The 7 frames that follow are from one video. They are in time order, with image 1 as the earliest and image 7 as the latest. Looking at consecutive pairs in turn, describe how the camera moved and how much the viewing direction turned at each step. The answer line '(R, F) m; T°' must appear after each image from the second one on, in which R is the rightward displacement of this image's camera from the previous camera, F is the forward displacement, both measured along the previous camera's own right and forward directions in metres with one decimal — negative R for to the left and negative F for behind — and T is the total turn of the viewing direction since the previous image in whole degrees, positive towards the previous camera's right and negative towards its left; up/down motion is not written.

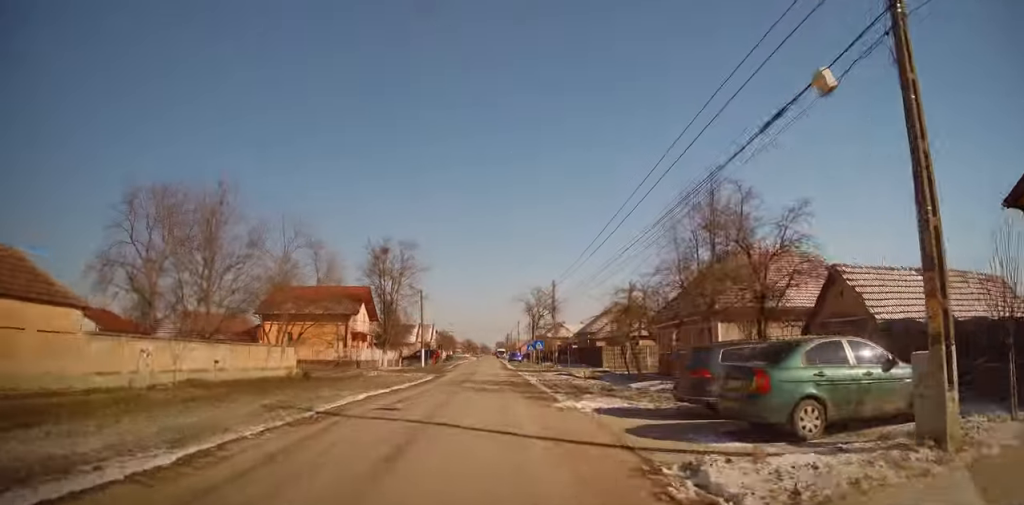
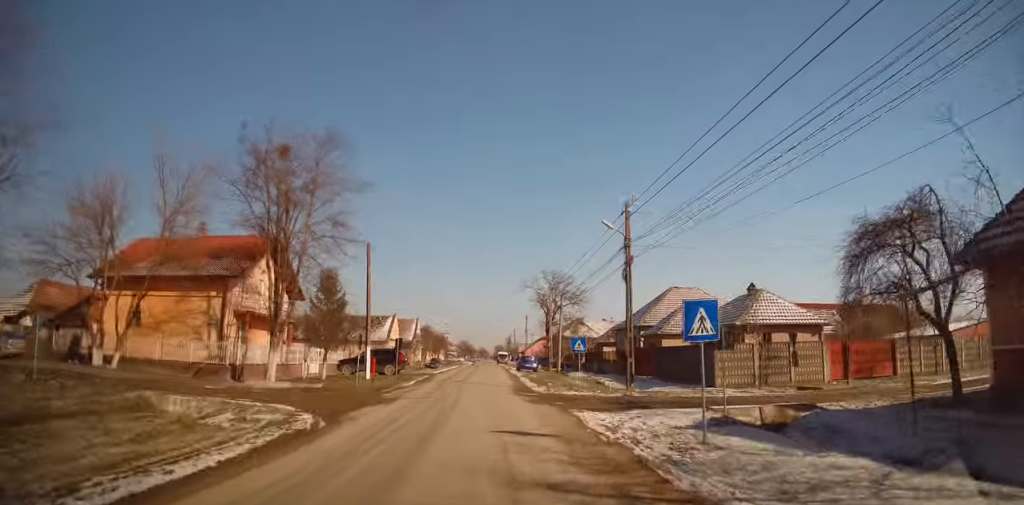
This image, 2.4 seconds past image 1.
(-0.1, +26.6) m; +1°
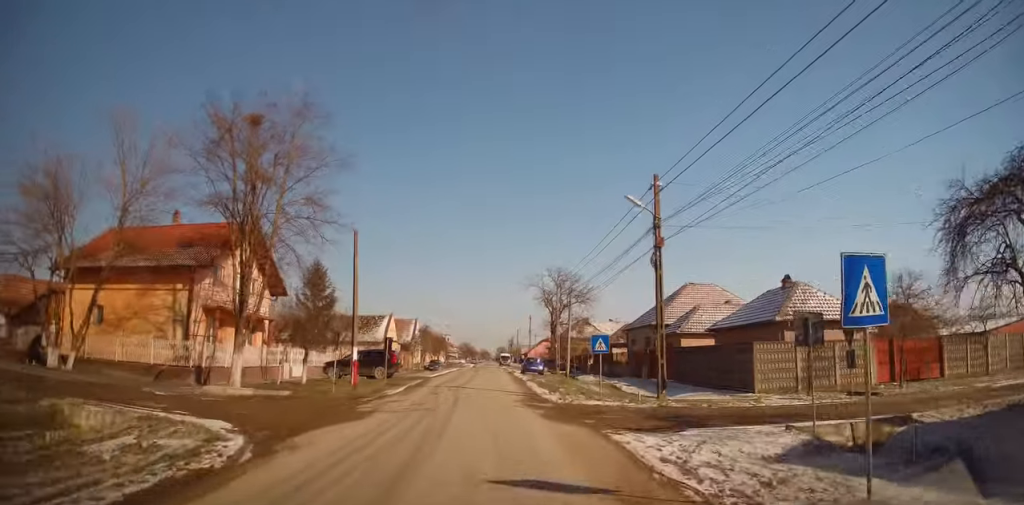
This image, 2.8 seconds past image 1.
(0.0, +4.0) m; 0°
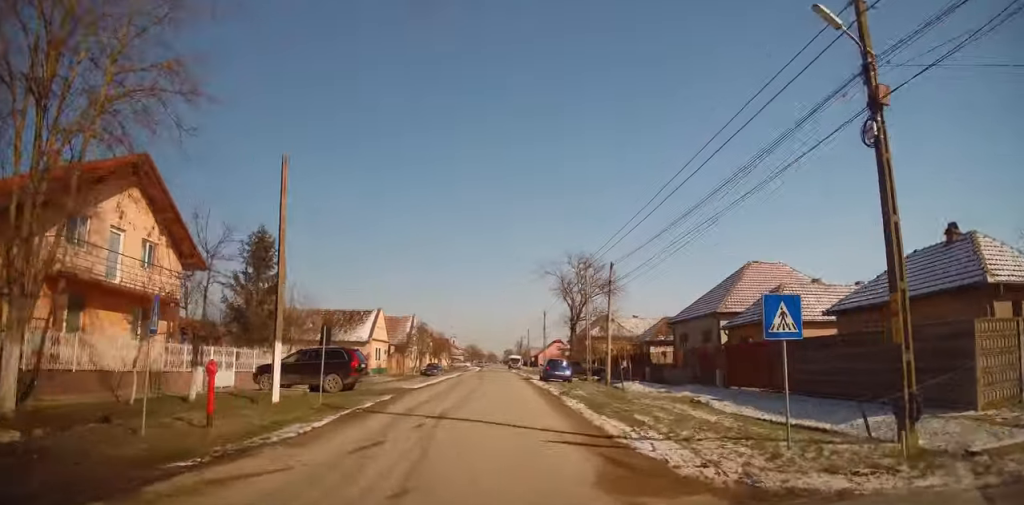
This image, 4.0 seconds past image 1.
(+0.3, +11.7) m; 0°
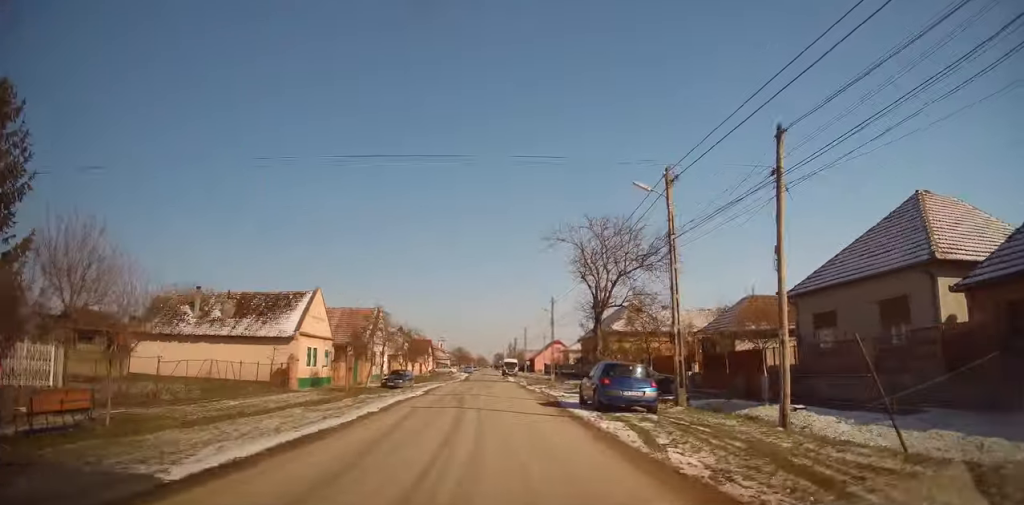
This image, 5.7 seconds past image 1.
(-0.3, +17.6) m; +1°
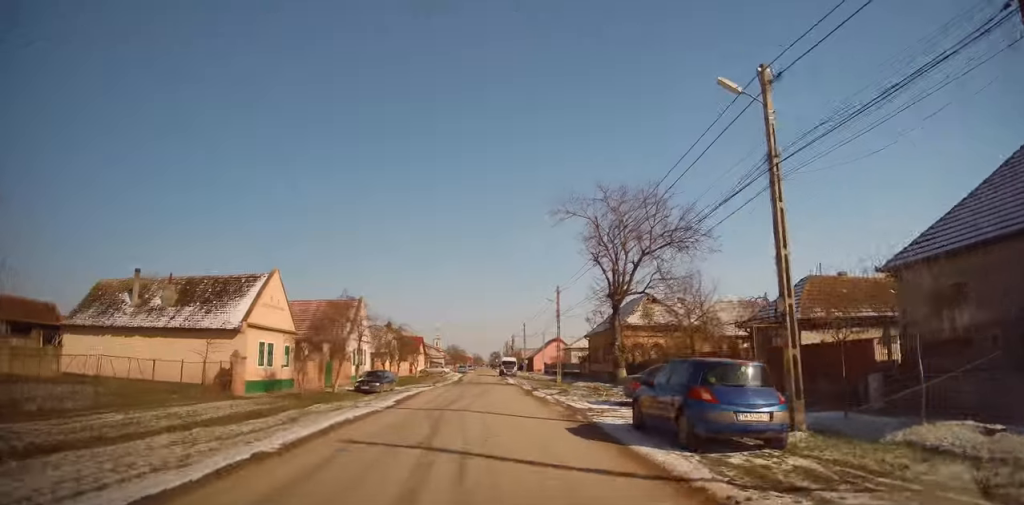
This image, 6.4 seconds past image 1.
(+0.5, +6.9) m; -1°
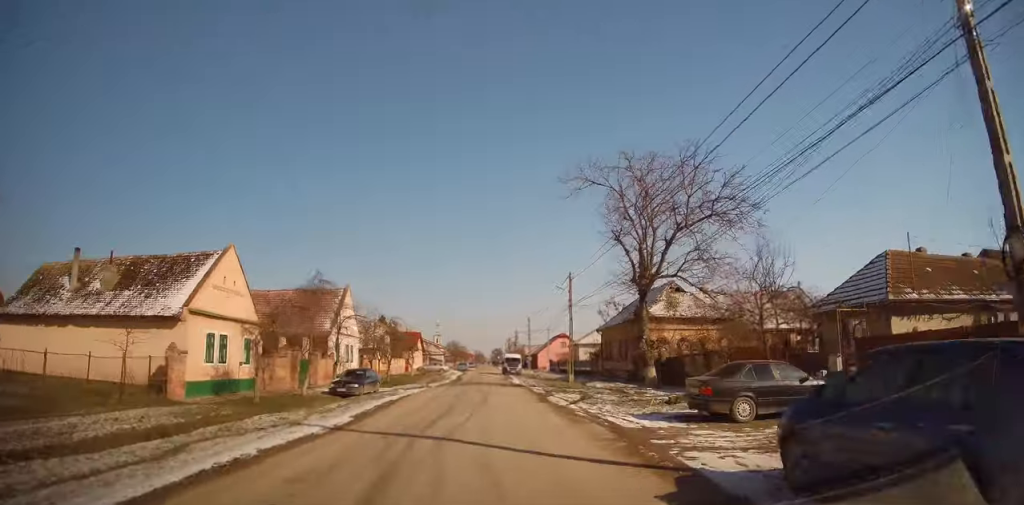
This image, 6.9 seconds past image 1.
(-0.1, +5.7) m; -4°
